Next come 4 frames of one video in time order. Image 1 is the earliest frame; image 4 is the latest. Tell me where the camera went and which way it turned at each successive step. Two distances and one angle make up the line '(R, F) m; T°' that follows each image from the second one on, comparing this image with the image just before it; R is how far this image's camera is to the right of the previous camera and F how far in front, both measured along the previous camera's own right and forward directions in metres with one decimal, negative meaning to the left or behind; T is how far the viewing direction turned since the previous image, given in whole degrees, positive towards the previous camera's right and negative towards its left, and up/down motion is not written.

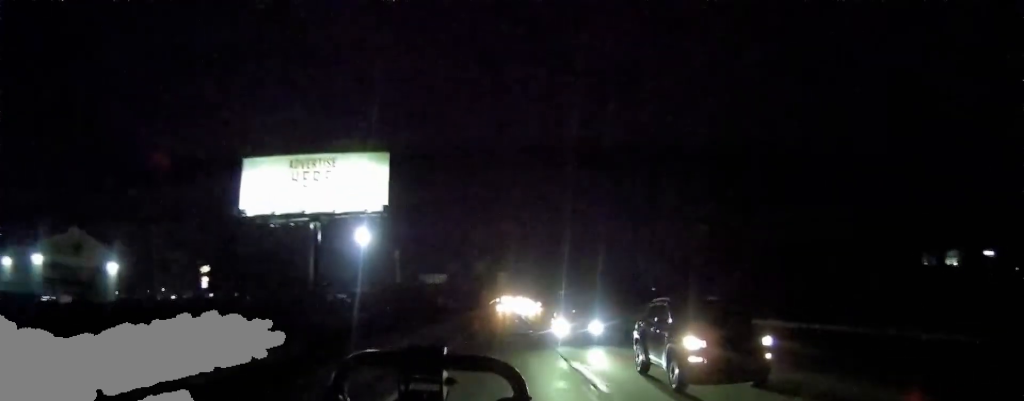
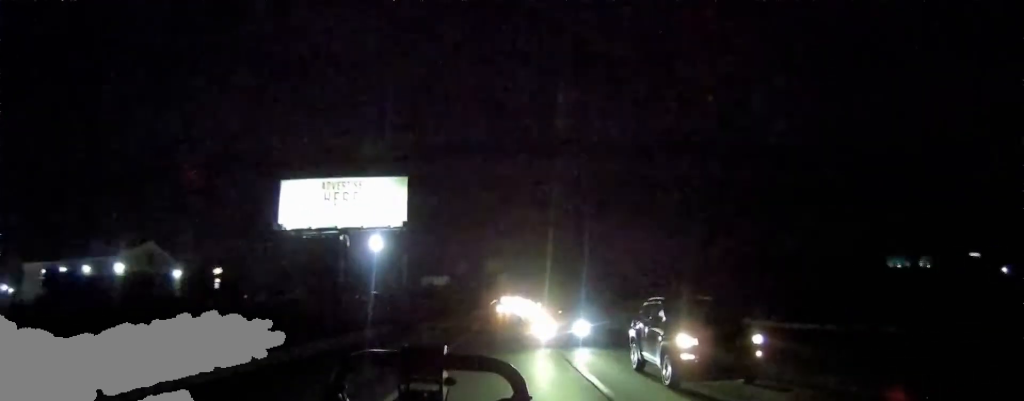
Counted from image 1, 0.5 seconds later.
(-0.1, +13.2) m; +1°
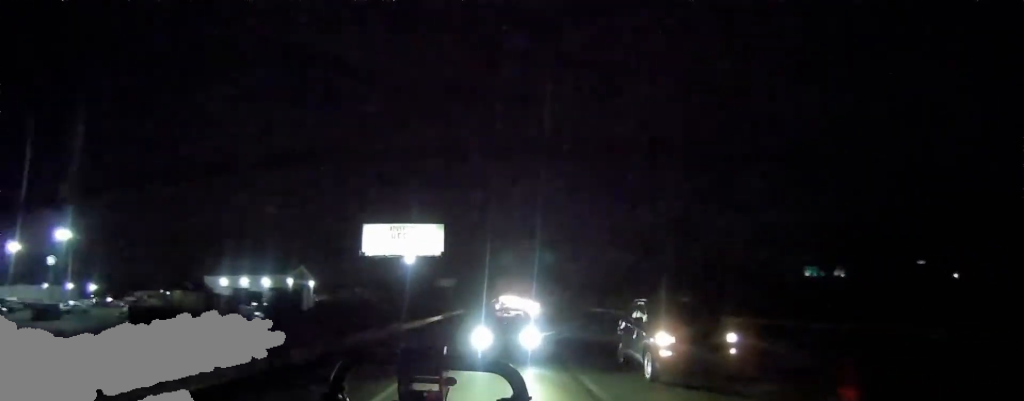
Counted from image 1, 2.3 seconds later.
(+0.2, +49.6) m; -1°
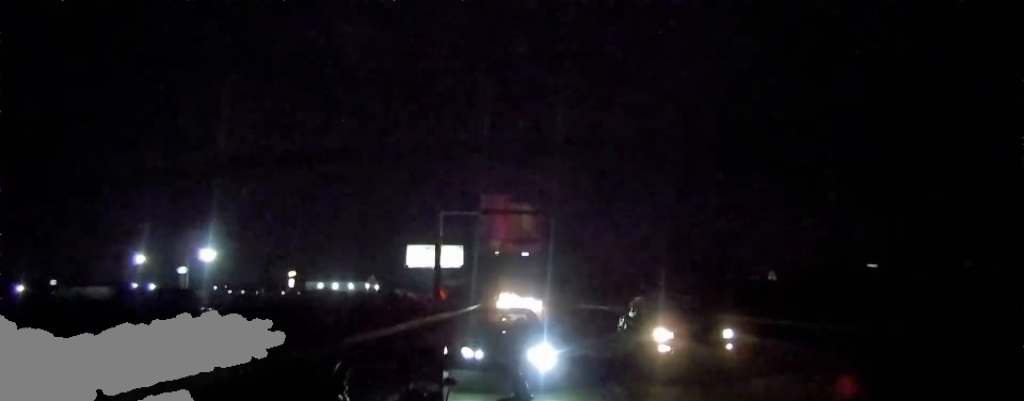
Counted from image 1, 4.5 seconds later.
(+0.6, +56.9) m; +1°
